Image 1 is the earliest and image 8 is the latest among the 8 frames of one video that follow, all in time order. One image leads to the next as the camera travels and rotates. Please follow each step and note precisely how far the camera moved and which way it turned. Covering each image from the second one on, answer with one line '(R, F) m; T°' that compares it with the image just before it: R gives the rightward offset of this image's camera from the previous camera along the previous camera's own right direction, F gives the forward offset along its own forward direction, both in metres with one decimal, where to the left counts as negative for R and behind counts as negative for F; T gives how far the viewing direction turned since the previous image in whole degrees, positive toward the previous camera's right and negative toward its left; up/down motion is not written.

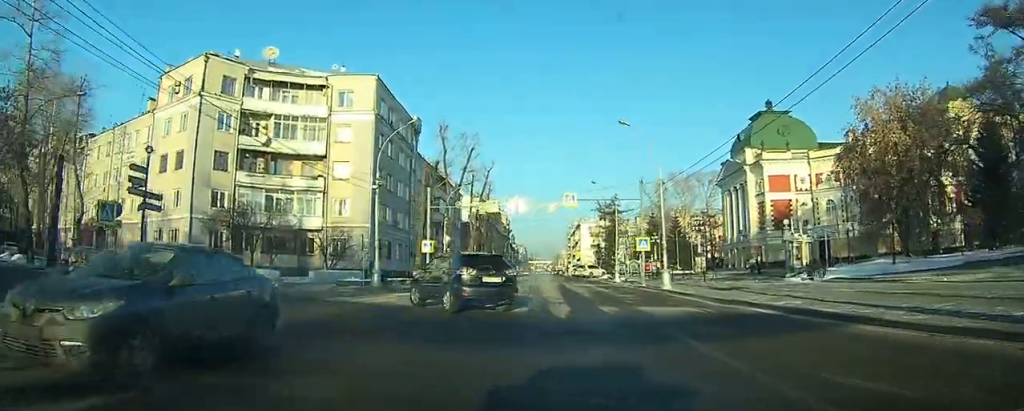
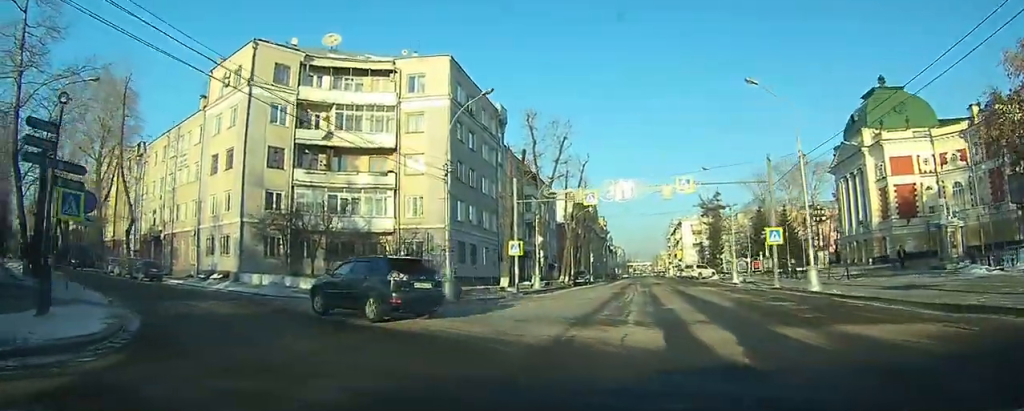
(+0.4, +6.0) m; +5°
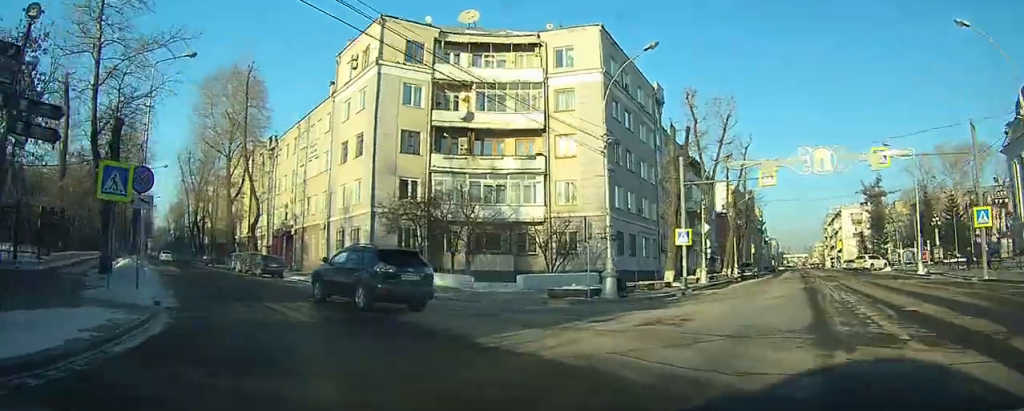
(0.0, +5.9) m; -13°
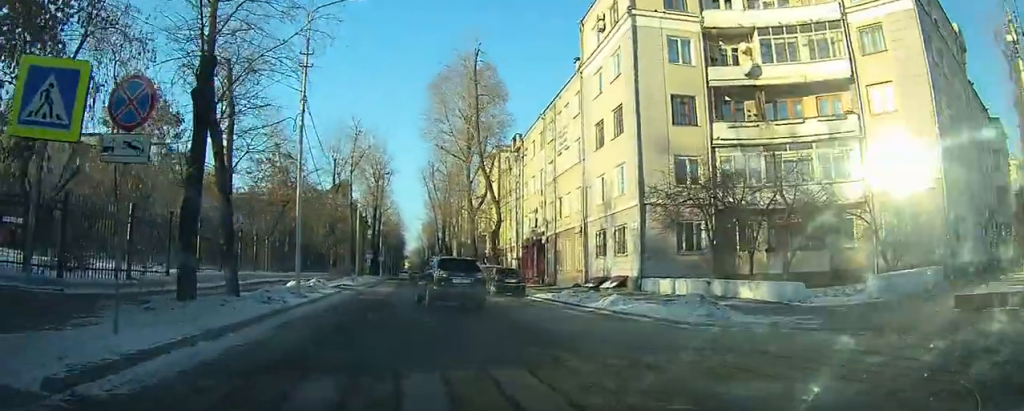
(-4.4, +12.2) m; -34°
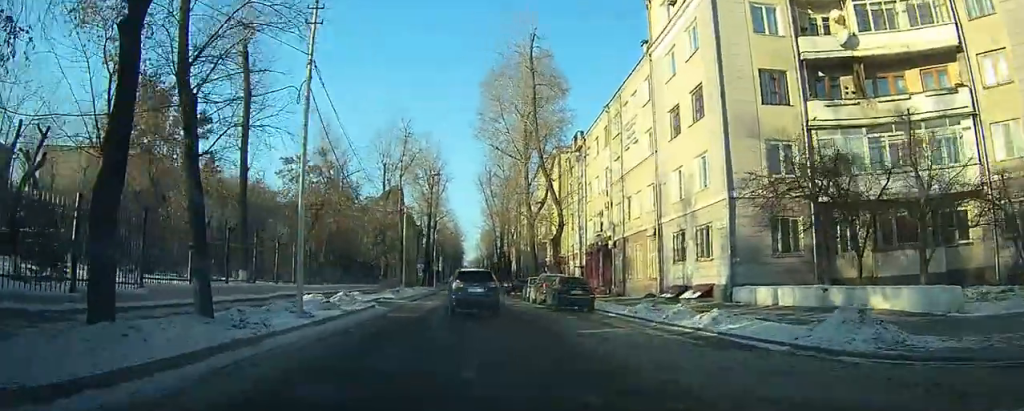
(-0.4, +5.9) m; -5°
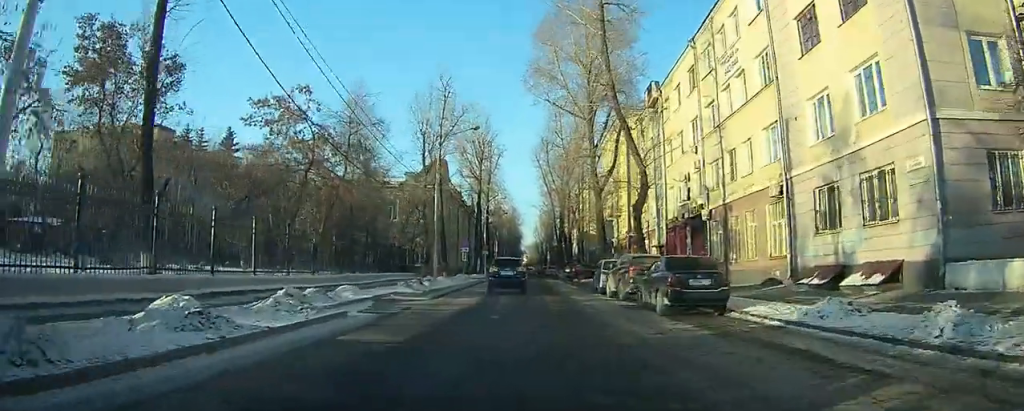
(-0.9, +11.8) m; -11°
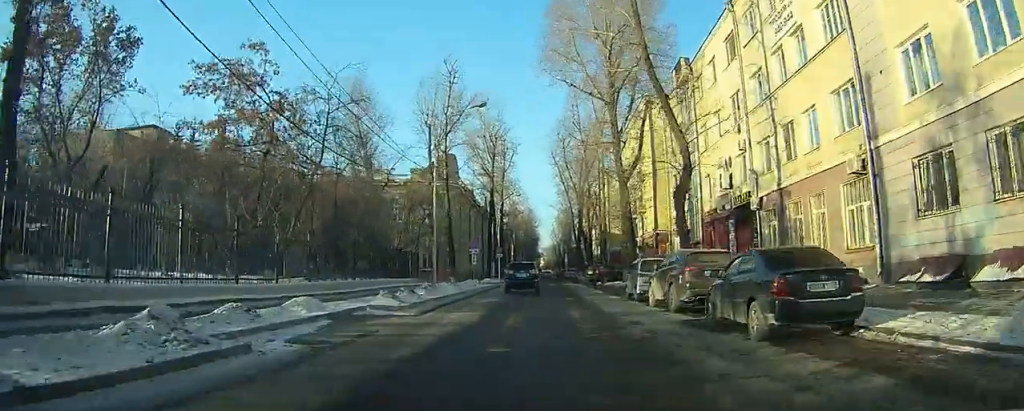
(-0.5, +5.7) m; +12°
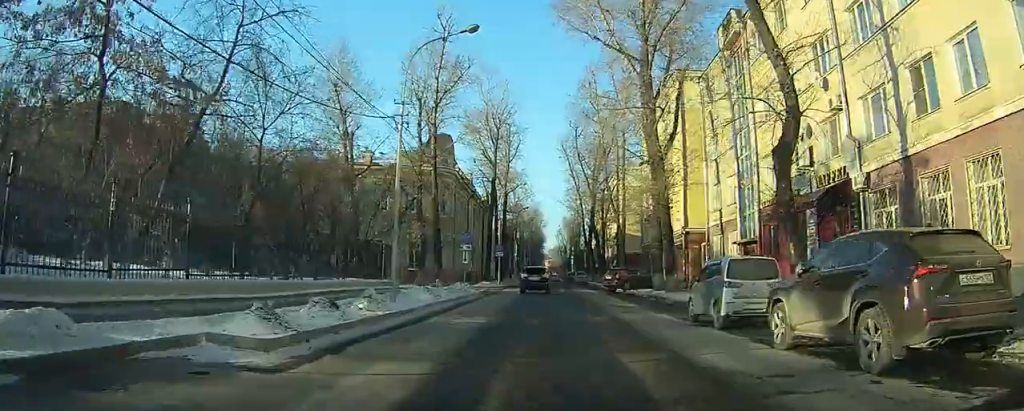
(+1.7, +5.7) m; +7°
